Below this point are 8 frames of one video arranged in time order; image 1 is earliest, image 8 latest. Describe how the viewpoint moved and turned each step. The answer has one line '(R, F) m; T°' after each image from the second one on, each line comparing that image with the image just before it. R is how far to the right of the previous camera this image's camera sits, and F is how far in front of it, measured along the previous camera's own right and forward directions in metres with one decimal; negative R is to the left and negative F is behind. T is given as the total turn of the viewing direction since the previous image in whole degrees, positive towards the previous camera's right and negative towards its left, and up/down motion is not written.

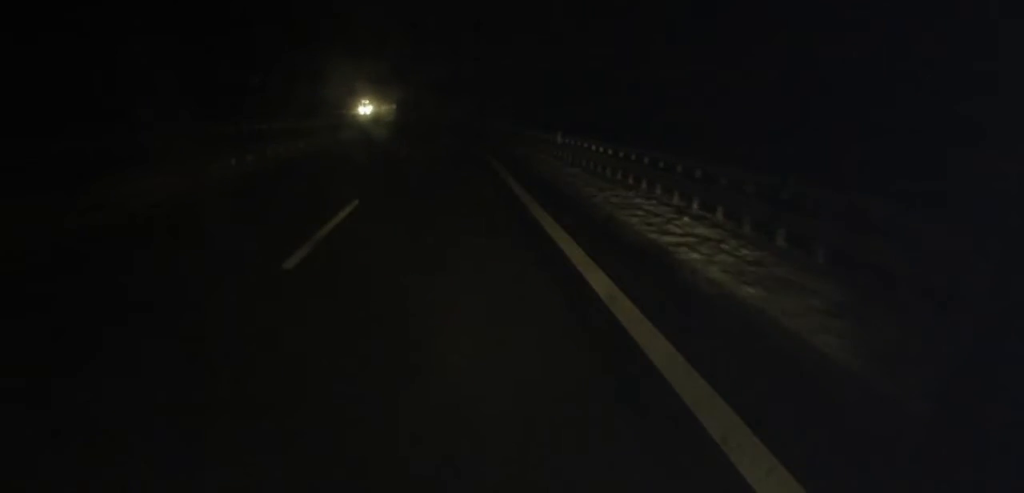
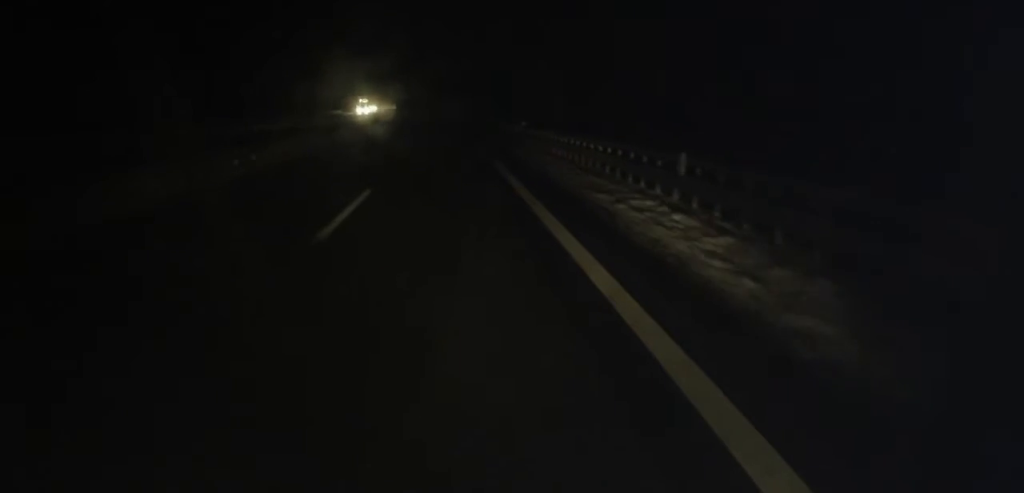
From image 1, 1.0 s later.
(-0.4, +16.2) m; -2°
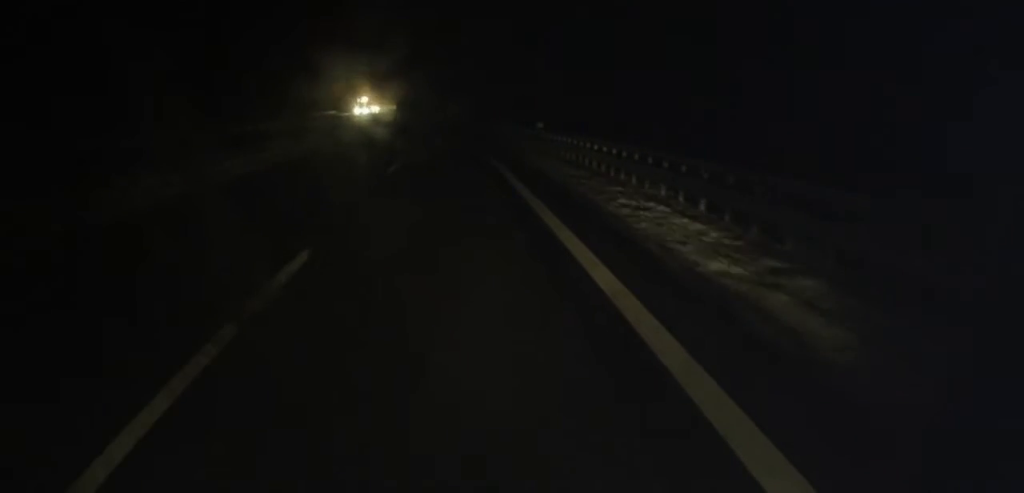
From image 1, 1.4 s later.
(0.0, +7.3) m; 0°
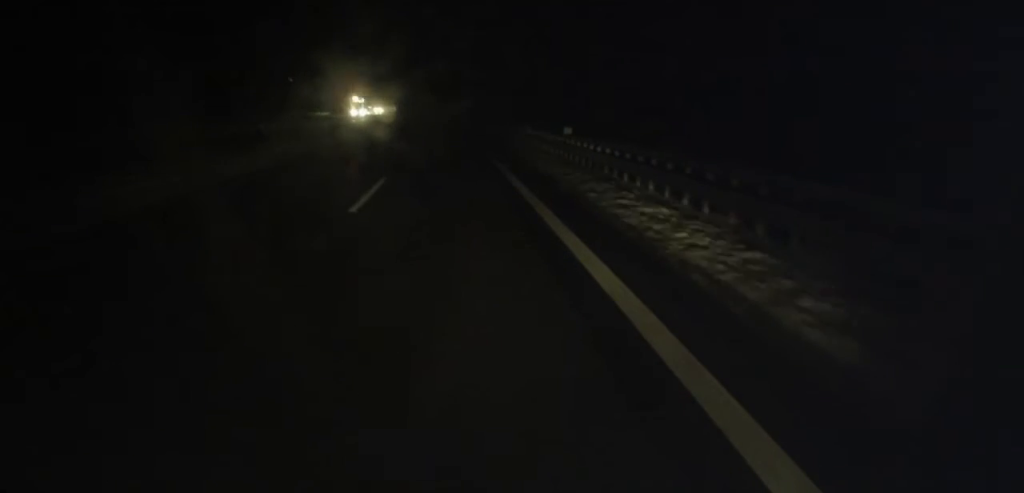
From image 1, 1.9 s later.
(0.0, +8.3) m; +1°
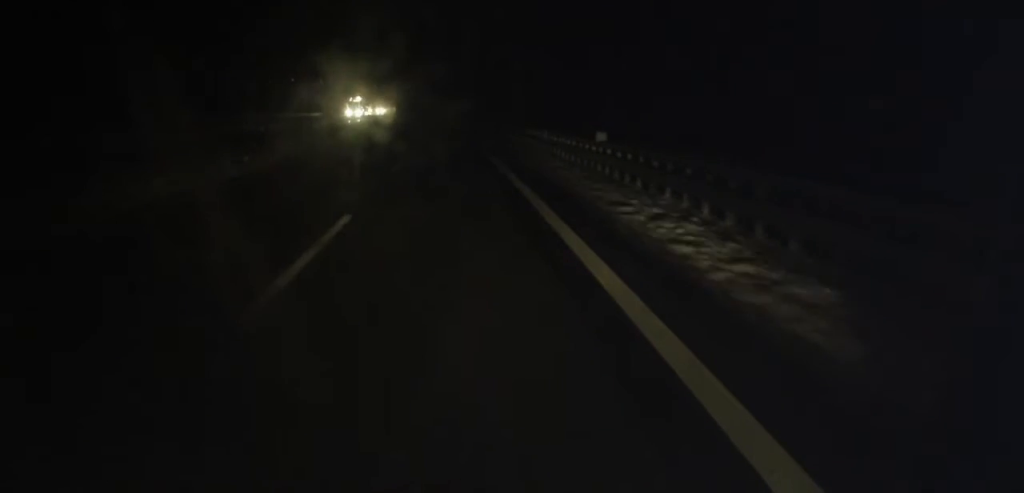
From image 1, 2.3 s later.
(0.0, +6.7) m; 0°
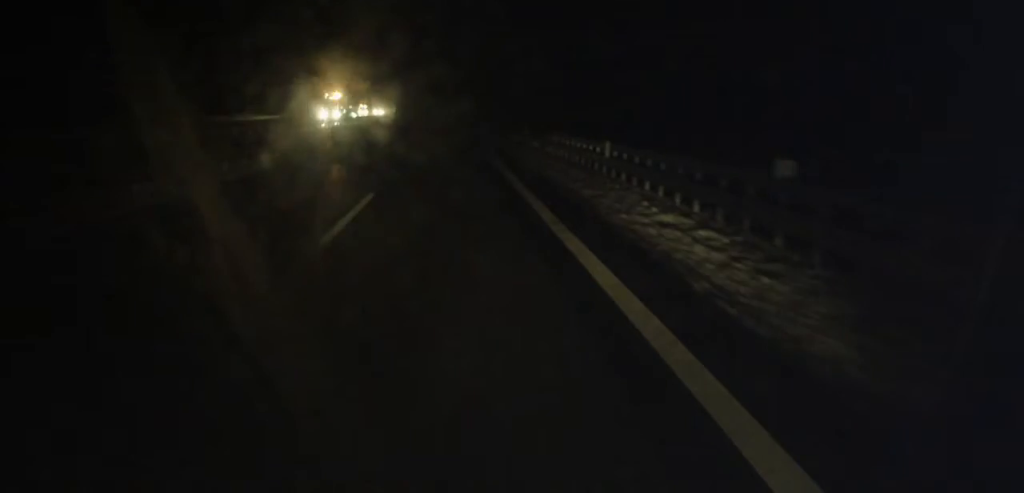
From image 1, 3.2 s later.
(+0.4, +14.4) m; -2°
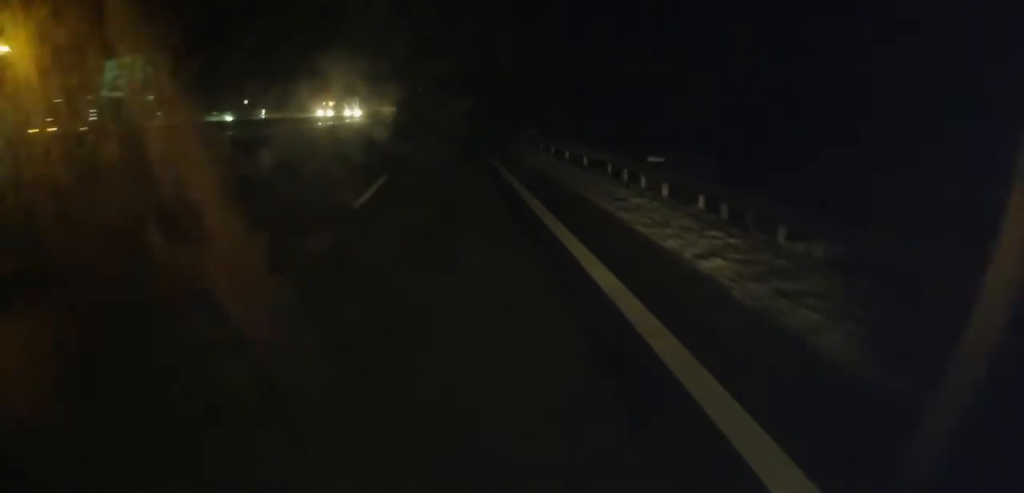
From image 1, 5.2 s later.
(-1.1, +32.8) m; 0°
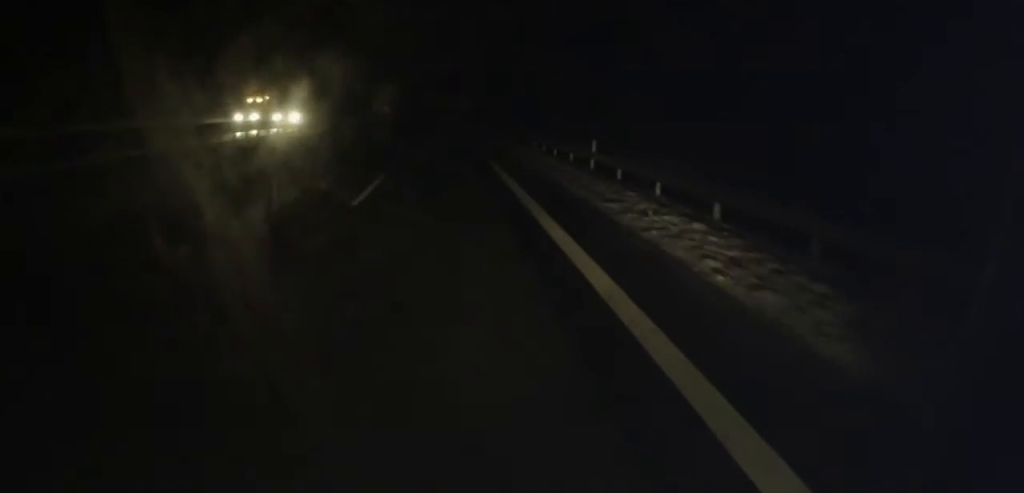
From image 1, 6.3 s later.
(-0.1, +18.0) m; 0°
